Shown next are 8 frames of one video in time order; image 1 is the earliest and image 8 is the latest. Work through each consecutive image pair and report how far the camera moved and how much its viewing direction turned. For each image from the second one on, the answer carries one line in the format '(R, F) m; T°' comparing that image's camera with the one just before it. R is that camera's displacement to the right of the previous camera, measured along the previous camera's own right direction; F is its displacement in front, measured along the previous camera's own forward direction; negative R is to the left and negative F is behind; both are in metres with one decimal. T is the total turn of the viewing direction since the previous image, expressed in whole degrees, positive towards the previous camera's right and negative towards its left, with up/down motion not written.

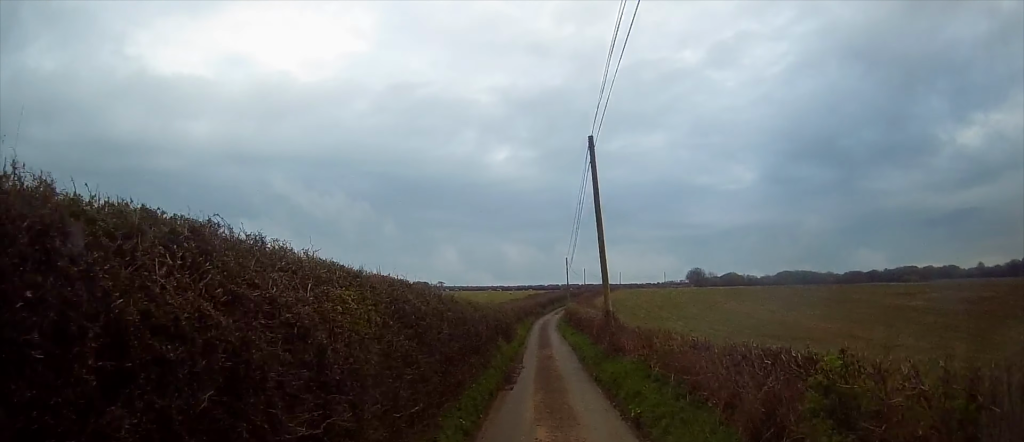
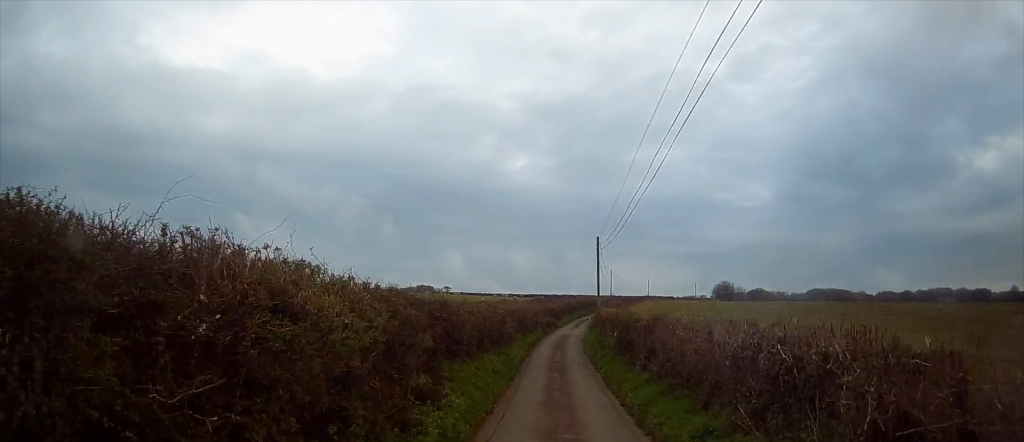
(-0.4, +34.8) m; -2°
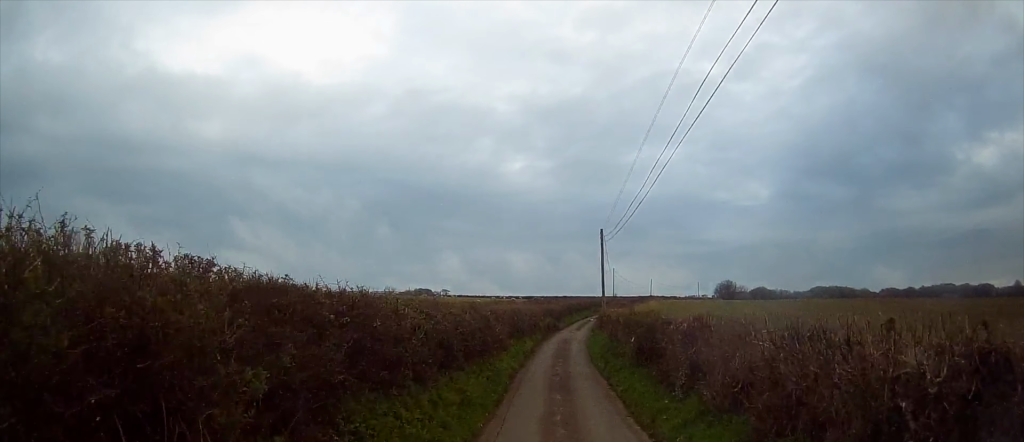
(+0.1, +5.3) m; 0°
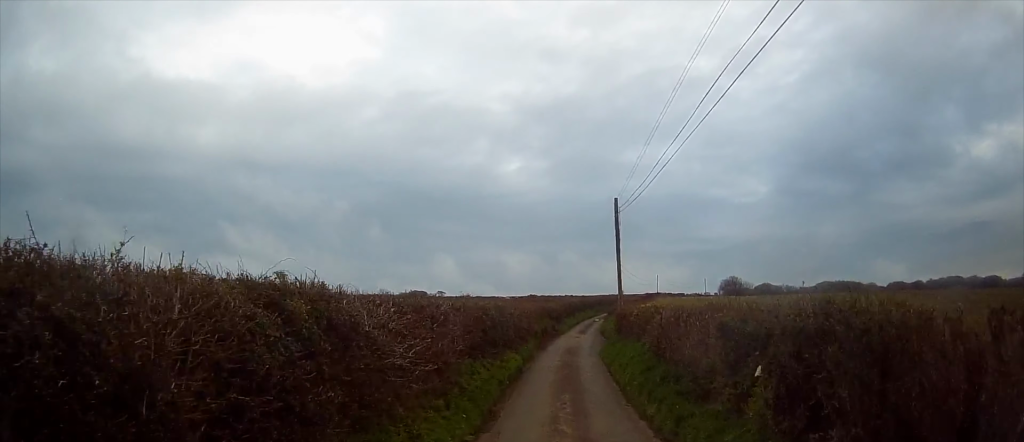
(+0.1, +12.4) m; +1°
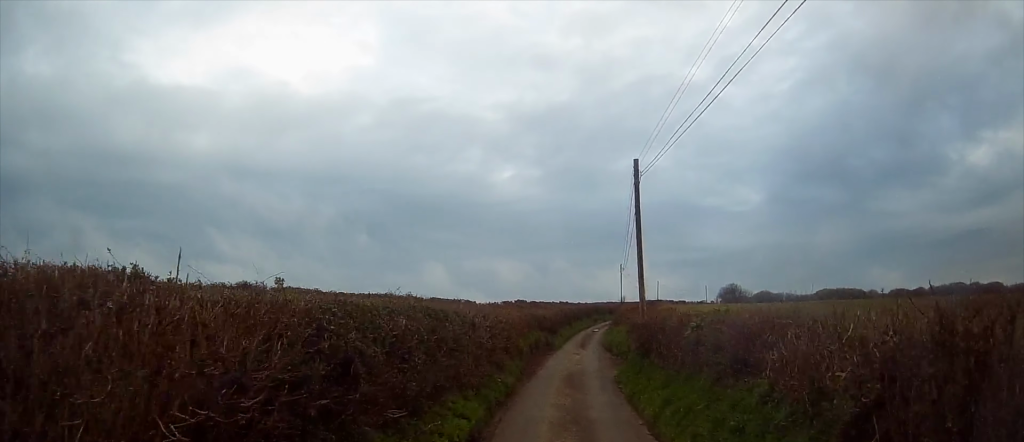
(+0.1, +10.8) m; +2°
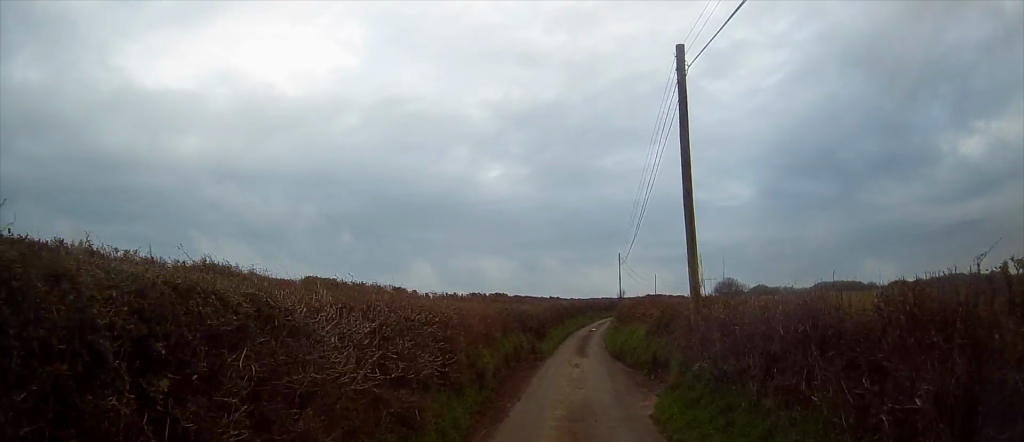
(+0.2, +10.6) m; +2°
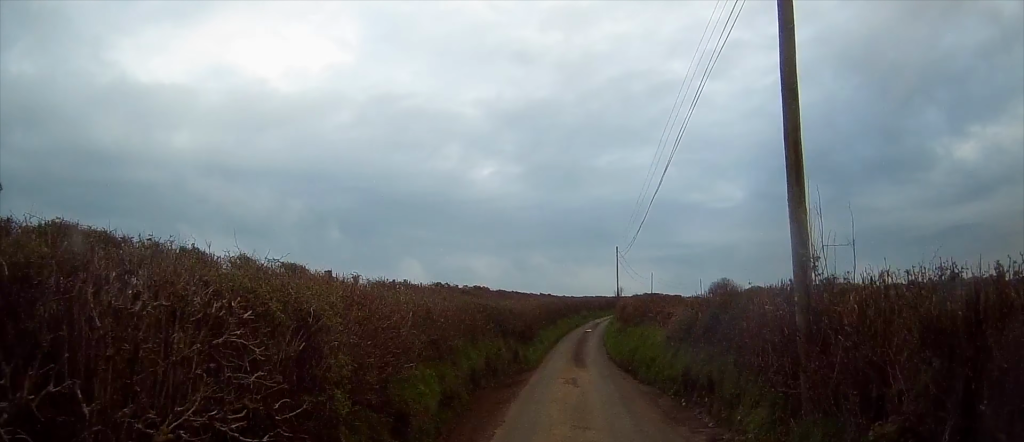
(+0.1, +6.5) m; 0°
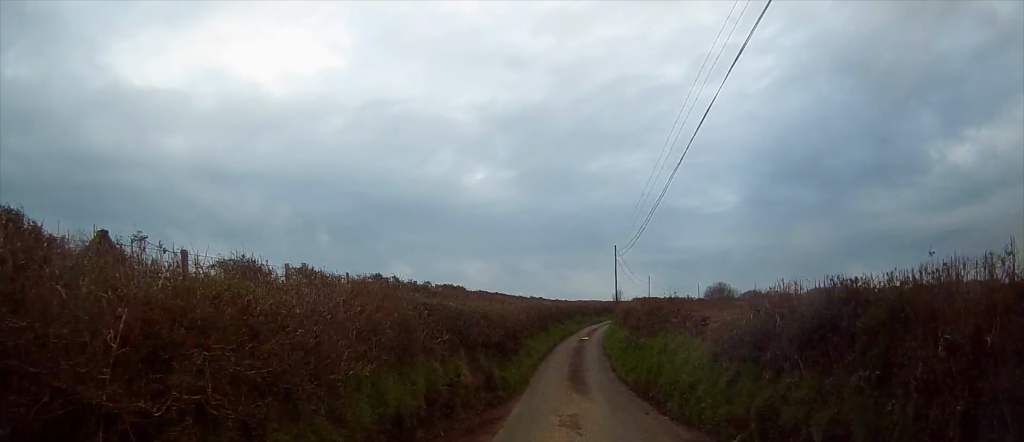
(+0.1, +6.5) m; 0°
